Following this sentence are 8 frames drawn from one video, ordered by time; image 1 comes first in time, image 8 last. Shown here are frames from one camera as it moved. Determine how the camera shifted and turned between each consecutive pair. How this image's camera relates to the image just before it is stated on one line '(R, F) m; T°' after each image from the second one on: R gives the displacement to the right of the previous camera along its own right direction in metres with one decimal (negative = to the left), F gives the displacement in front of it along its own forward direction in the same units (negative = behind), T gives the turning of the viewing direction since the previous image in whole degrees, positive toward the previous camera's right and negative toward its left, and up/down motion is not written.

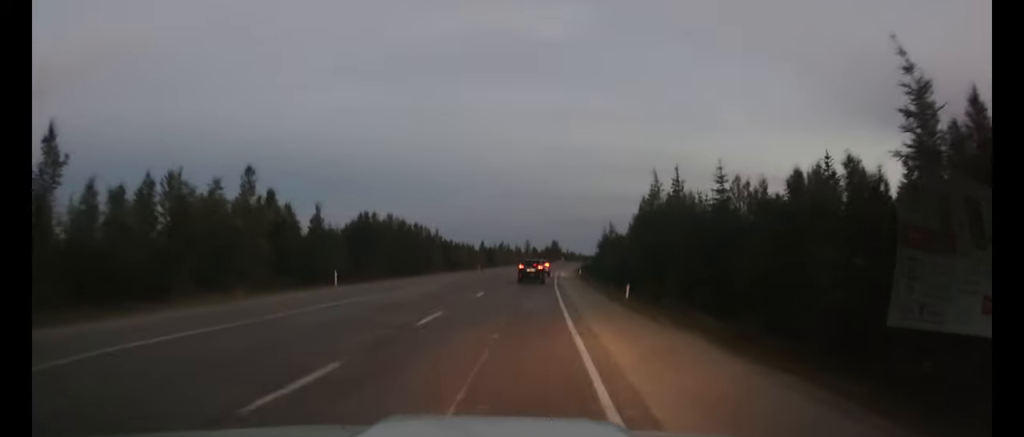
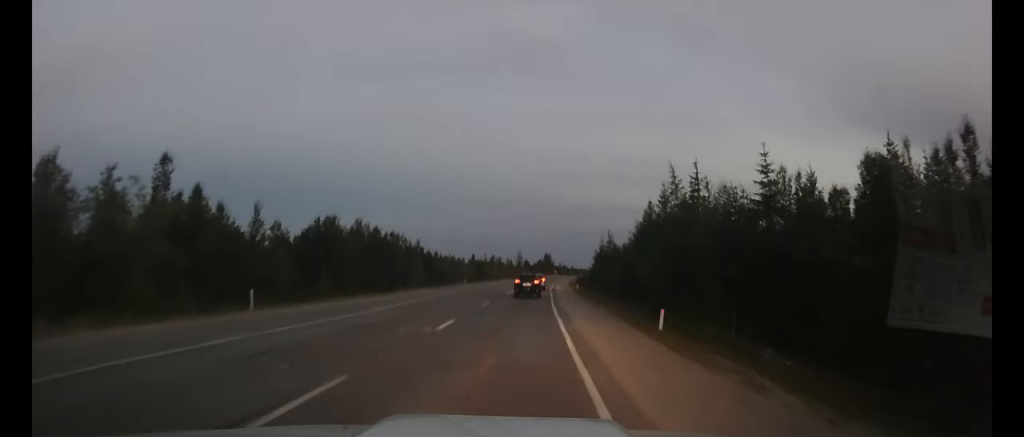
(0.0, +8.5) m; 0°
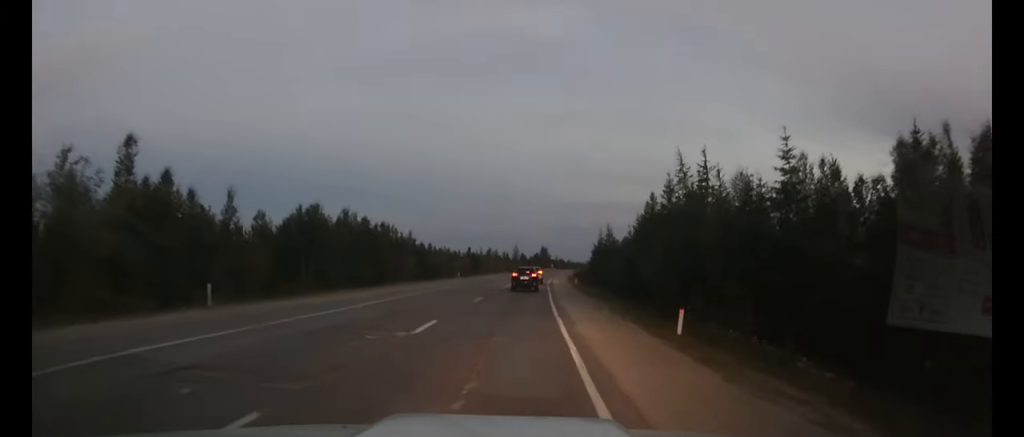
(0.0, +2.9) m; 0°
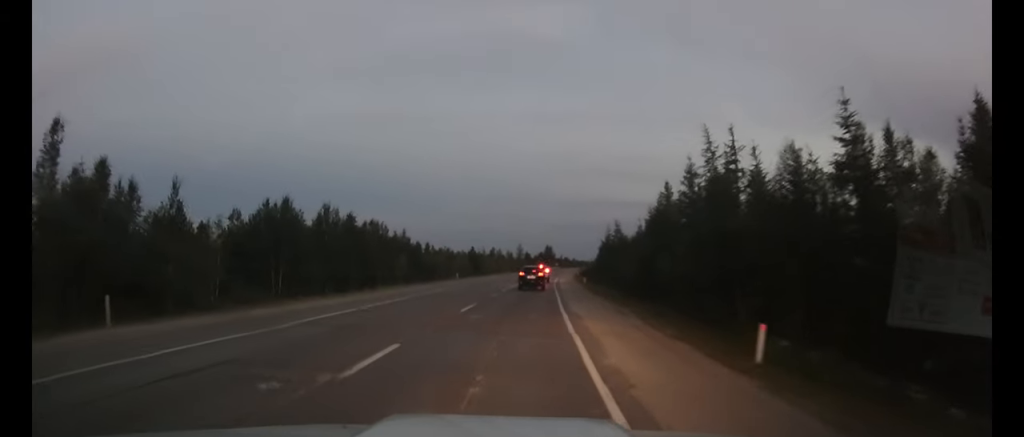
(0.0, +5.6) m; -1°
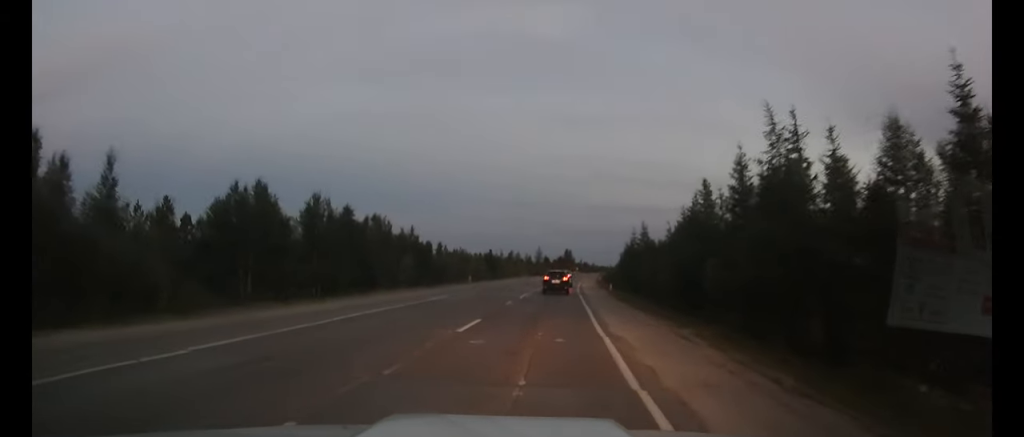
(-0.1, +6.1) m; -1°
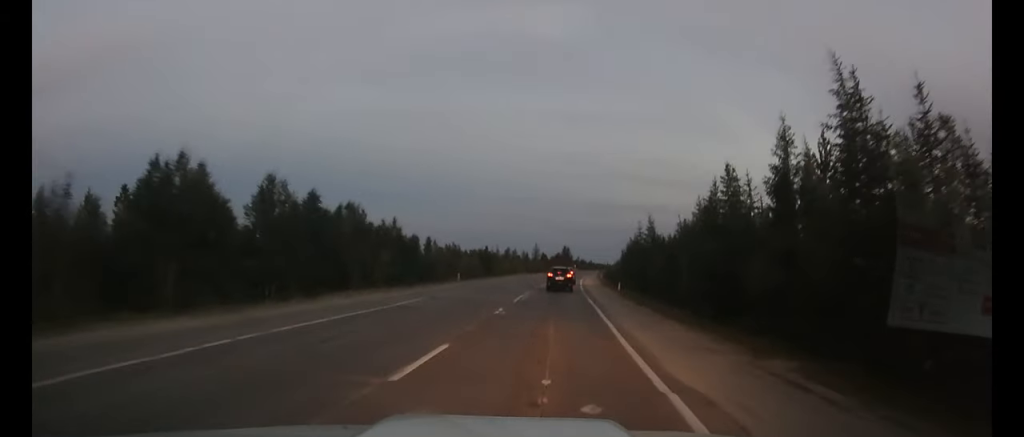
(-0.1, +6.2) m; 0°
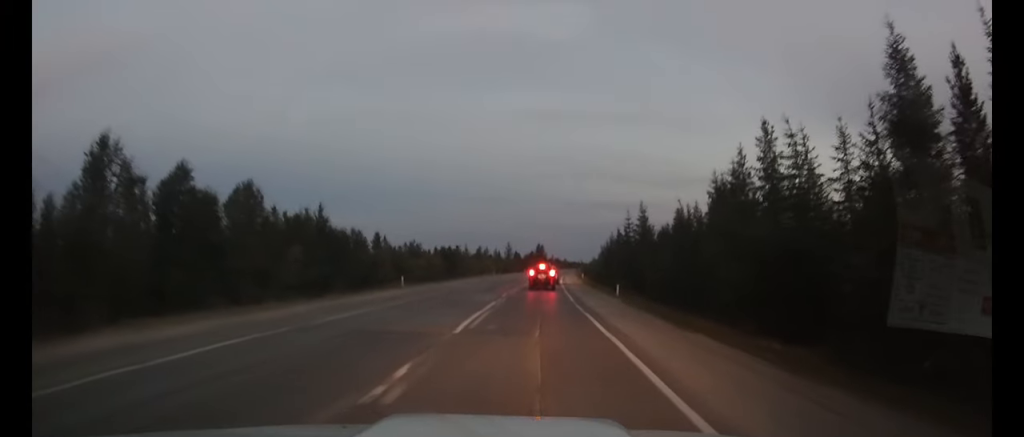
(+0.2, +12.1) m; +2°
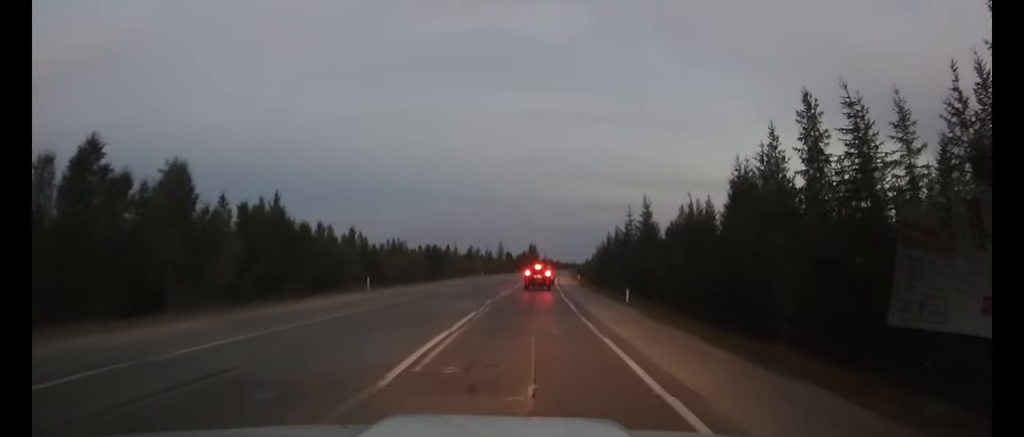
(+0.1, +6.3) m; +1°
